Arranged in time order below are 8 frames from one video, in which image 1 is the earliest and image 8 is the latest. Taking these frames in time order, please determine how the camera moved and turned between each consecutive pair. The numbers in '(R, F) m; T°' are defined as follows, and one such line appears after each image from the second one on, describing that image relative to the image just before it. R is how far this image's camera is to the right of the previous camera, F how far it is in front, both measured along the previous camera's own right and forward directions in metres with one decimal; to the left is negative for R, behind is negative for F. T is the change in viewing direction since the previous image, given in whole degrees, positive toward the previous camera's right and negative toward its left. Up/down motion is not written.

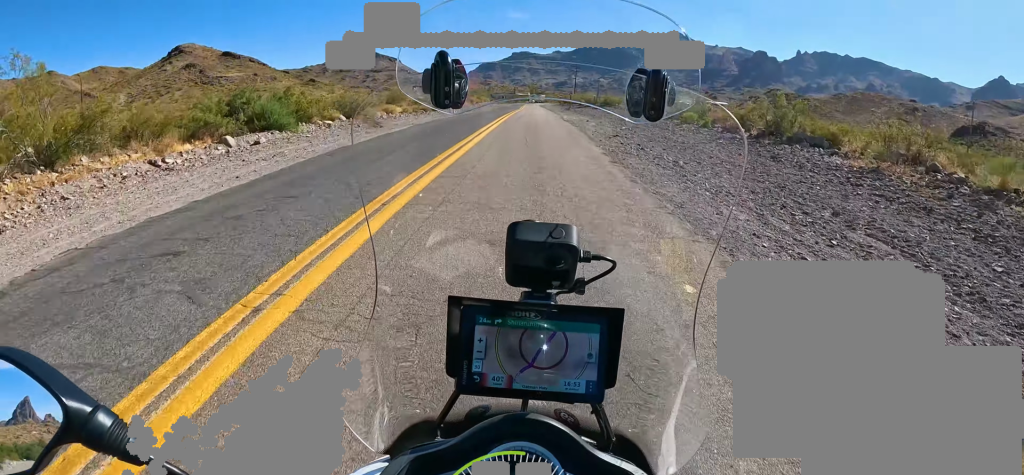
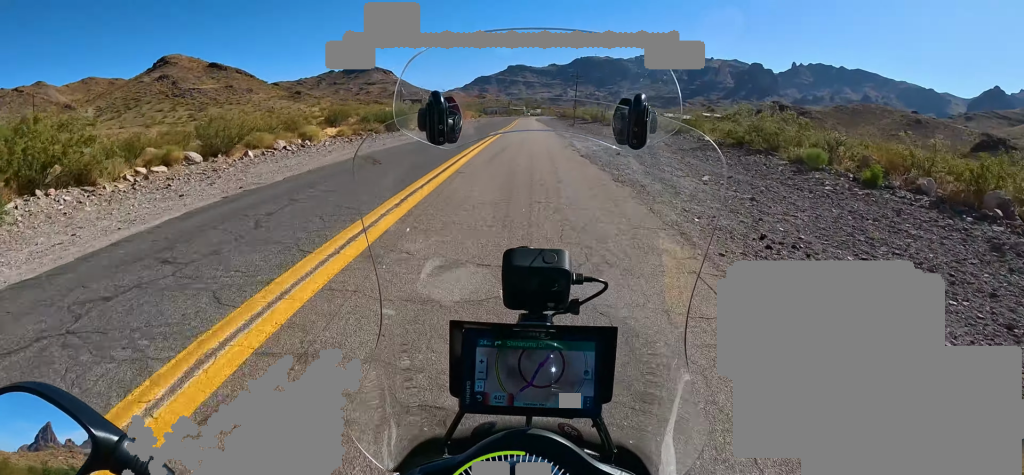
(-0.1, +15.5) m; -1°
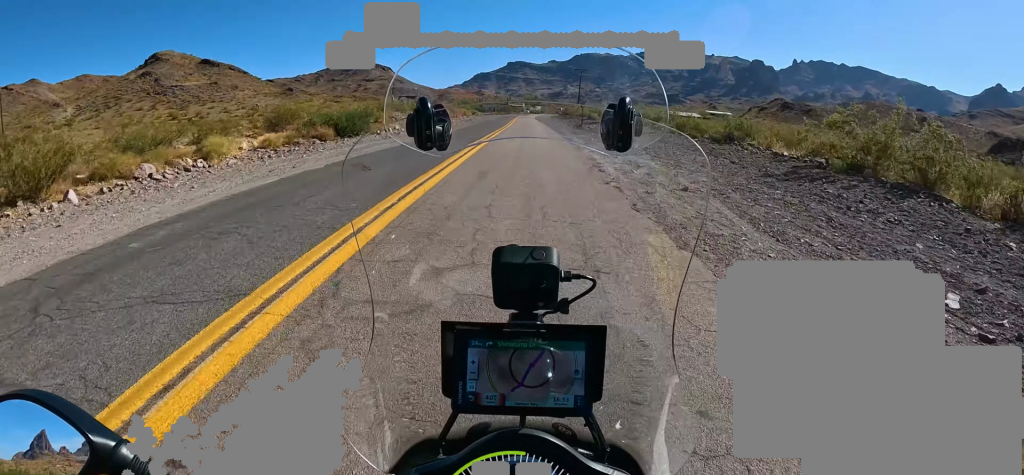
(-0.1, +9.9) m; 0°
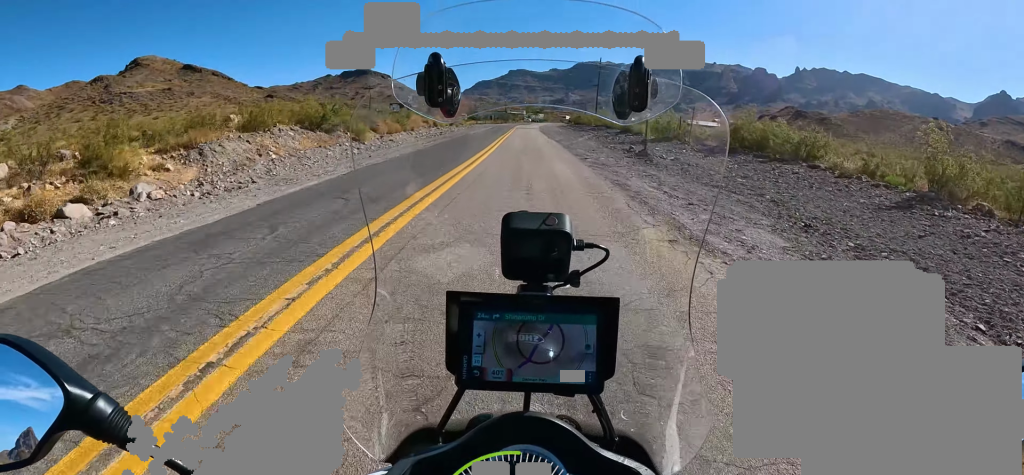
(-0.1, +28.6) m; -1°
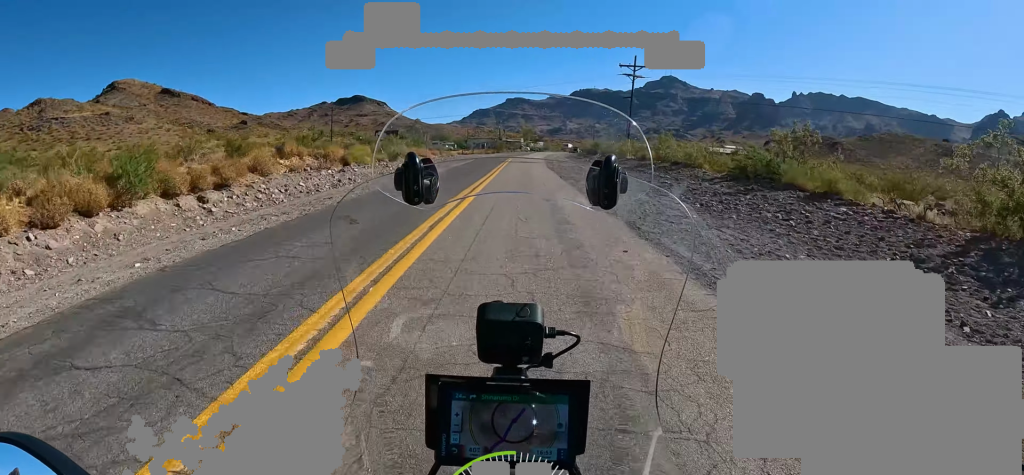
(-1.6, +30.5) m; +2°
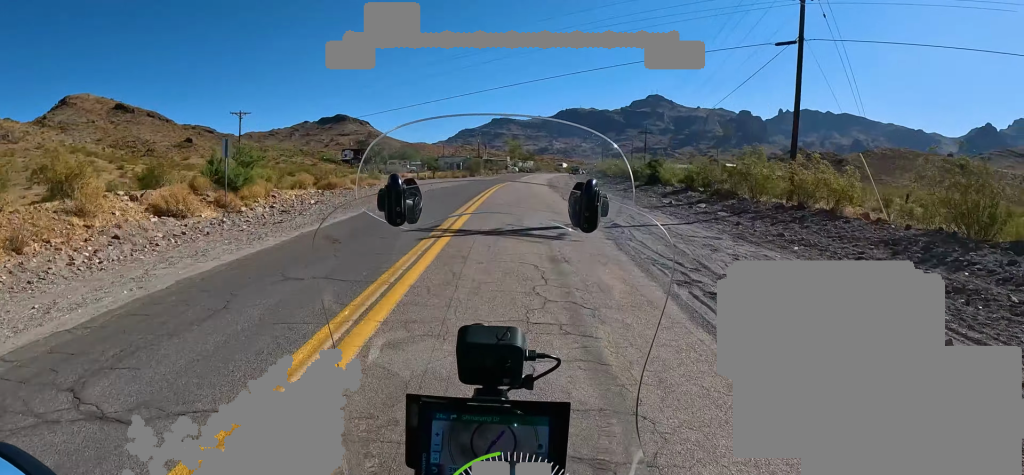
(+4.8, +32.5) m; +8°
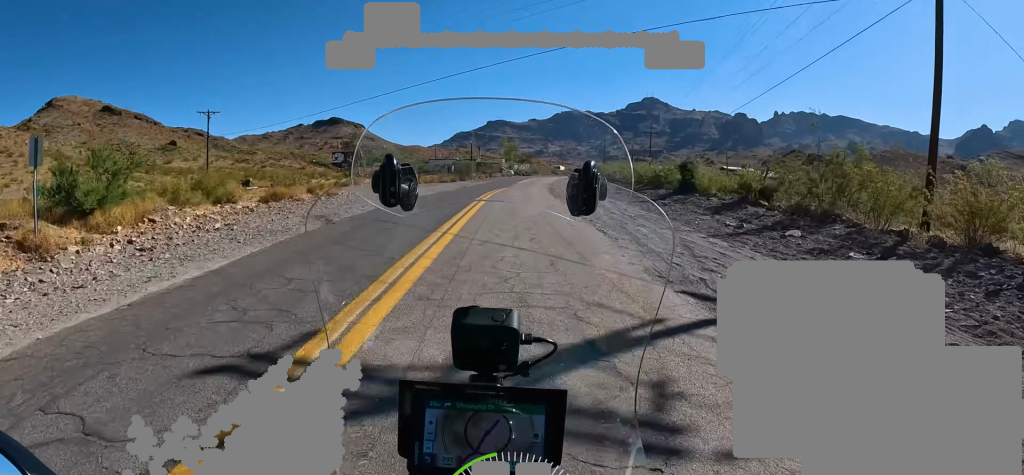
(-0.2, +6.8) m; -2°
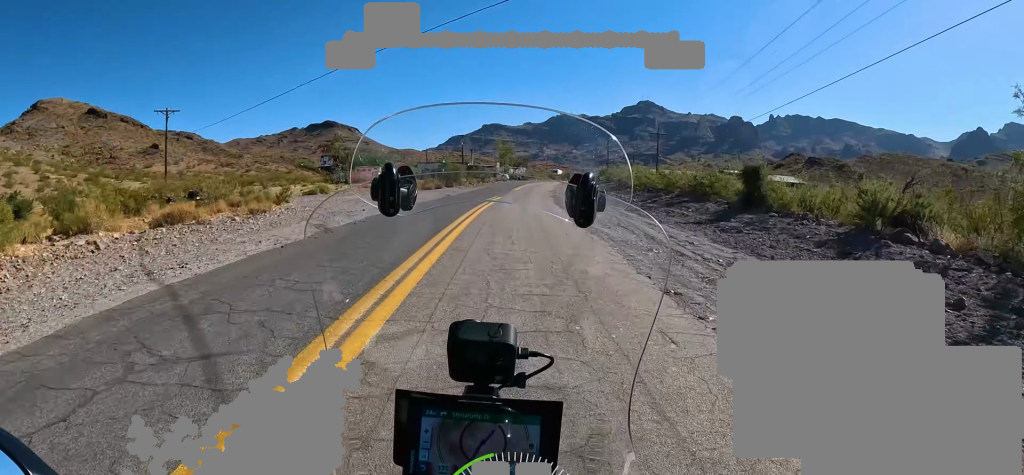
(0.0, +6.9) m; 0°
